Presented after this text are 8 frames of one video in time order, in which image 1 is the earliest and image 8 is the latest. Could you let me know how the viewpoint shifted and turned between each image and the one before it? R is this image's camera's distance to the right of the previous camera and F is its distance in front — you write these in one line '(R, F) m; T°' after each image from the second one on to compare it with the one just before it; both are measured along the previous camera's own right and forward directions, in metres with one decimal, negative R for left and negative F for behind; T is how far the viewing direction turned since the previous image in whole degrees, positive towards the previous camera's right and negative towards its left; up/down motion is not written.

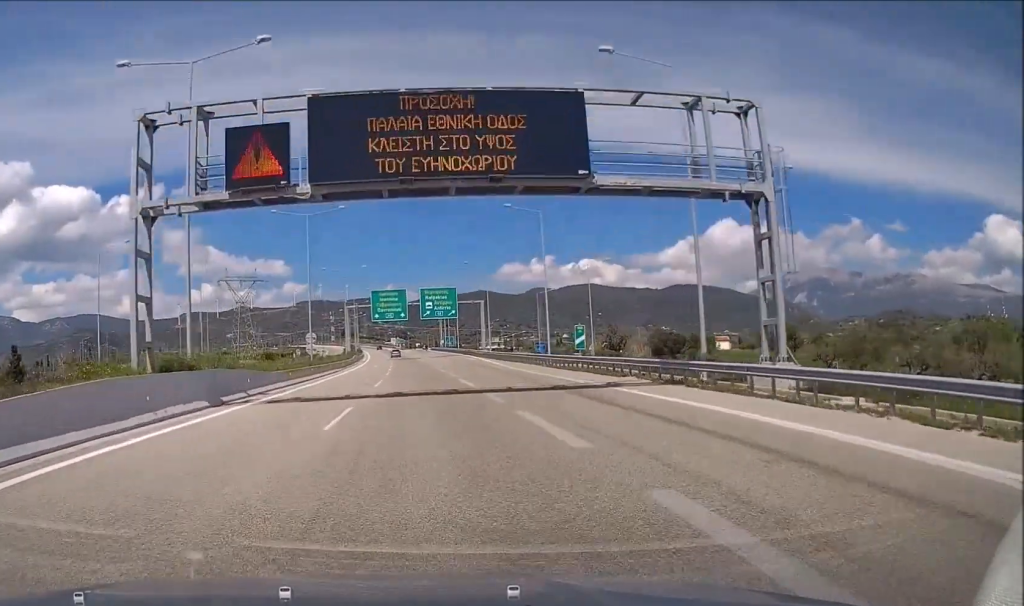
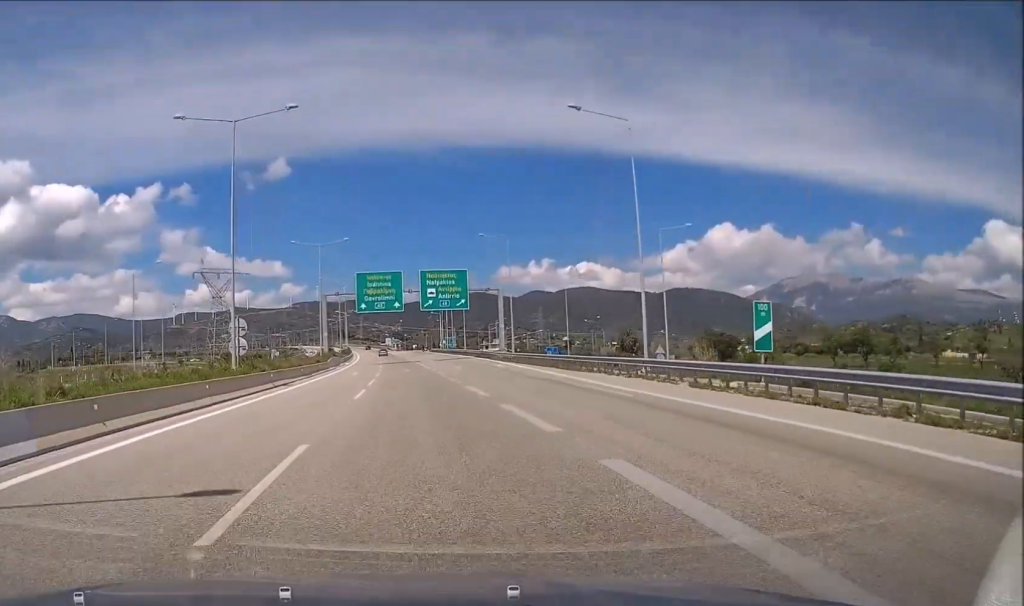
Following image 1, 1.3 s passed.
(-0.2, +26.3) m; -1°
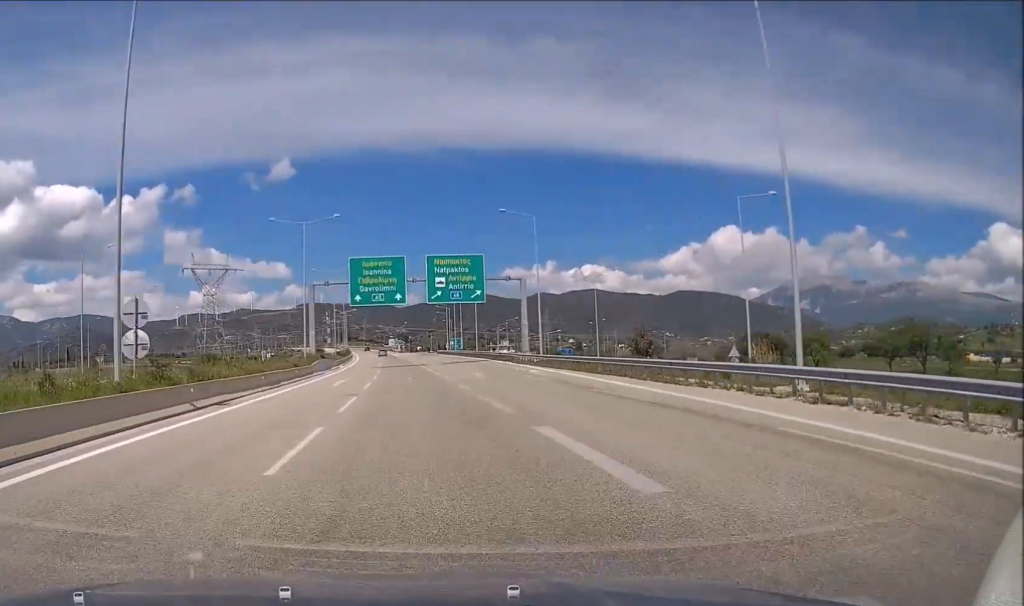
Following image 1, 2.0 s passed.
(-0.1, +14.7) m; 0°
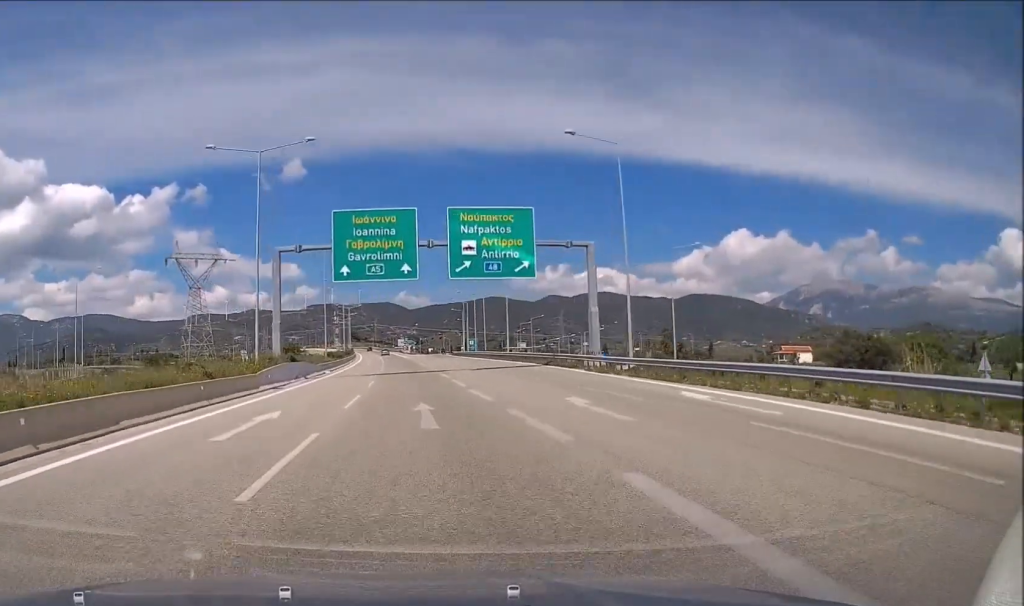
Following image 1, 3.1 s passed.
(0.0, +23.9) m; 0°
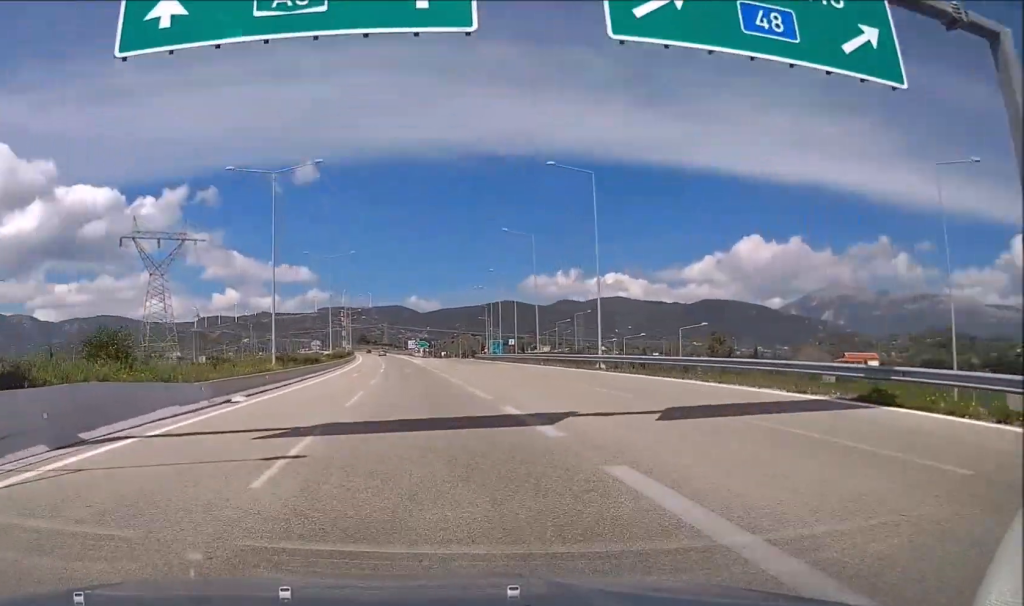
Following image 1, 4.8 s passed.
(-0.2, +37.1) m; -1°
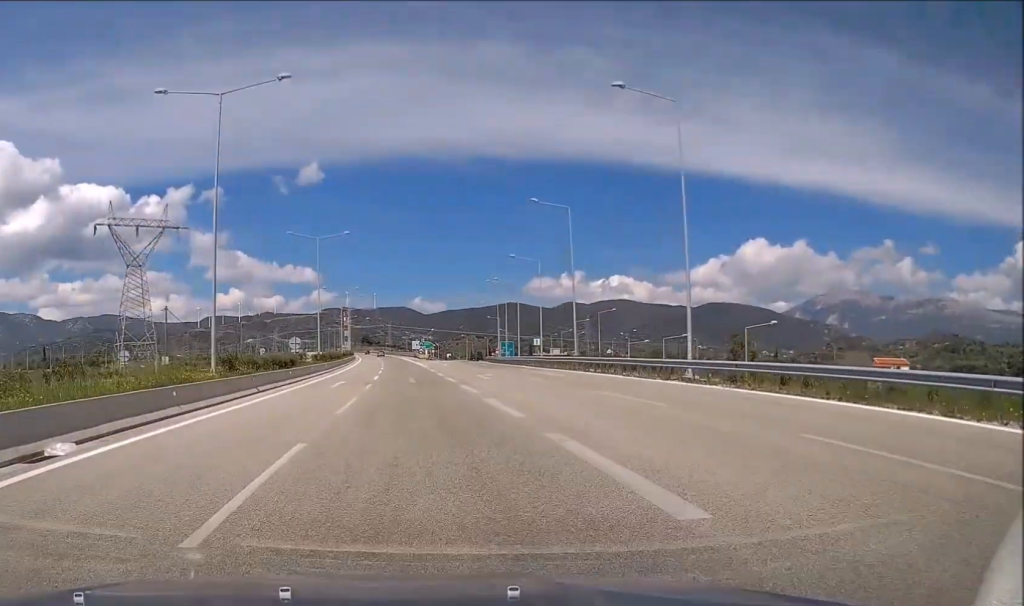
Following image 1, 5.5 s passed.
(0.0, +15.2) m; -1°
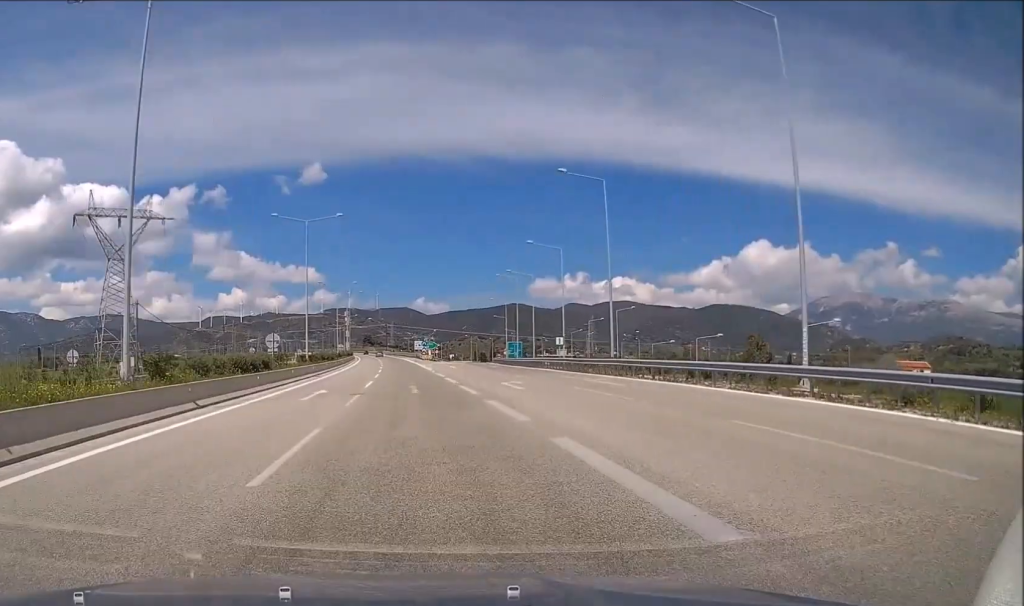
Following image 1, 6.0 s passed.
(-0.1, +10.2) m; 0°
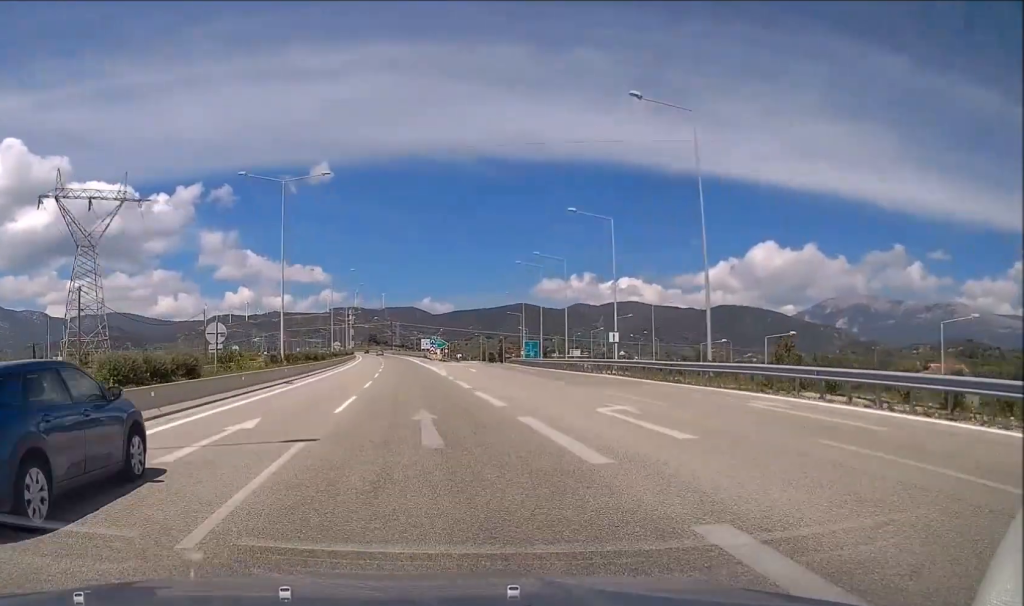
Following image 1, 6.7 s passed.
(-0.1, +15.3) m; 0°
